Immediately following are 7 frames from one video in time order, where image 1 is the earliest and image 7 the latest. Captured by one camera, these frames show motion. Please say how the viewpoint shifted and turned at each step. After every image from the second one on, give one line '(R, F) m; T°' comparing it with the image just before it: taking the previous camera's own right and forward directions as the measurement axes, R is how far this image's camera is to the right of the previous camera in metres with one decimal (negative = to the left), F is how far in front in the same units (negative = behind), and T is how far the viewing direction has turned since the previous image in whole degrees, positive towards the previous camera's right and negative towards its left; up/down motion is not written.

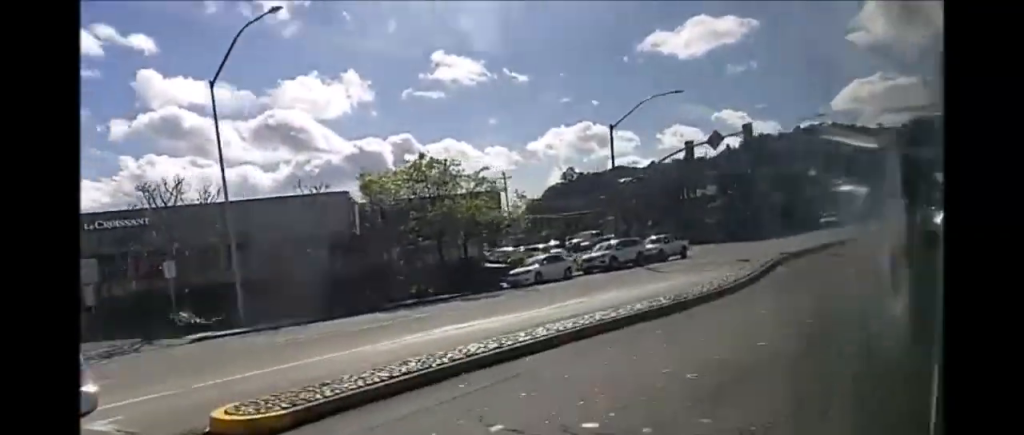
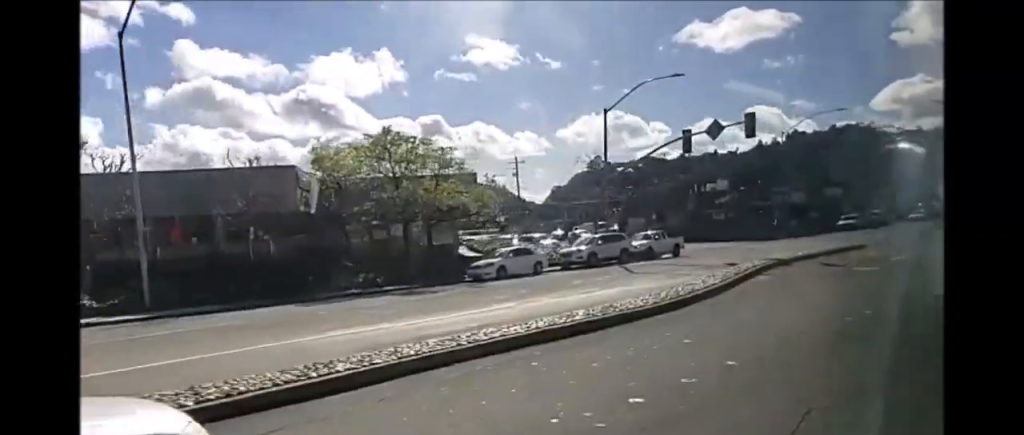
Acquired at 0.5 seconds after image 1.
(-0.2, +4.4) m; -3°
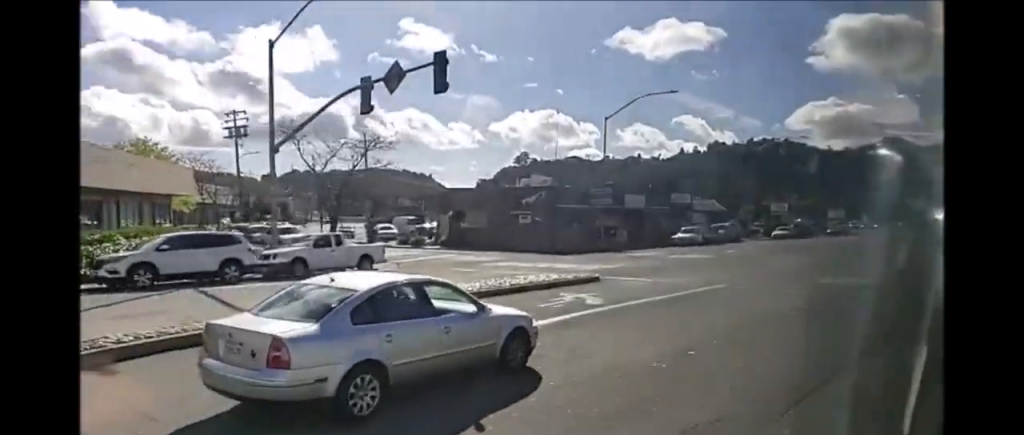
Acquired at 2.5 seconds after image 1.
(-0.4, +19.2) m; +3°
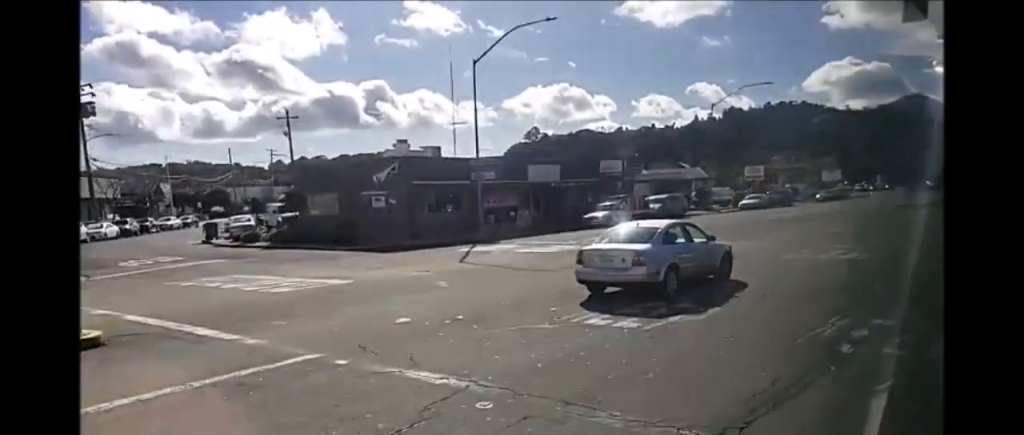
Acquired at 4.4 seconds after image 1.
(+0.4, +13.6) m; -1°
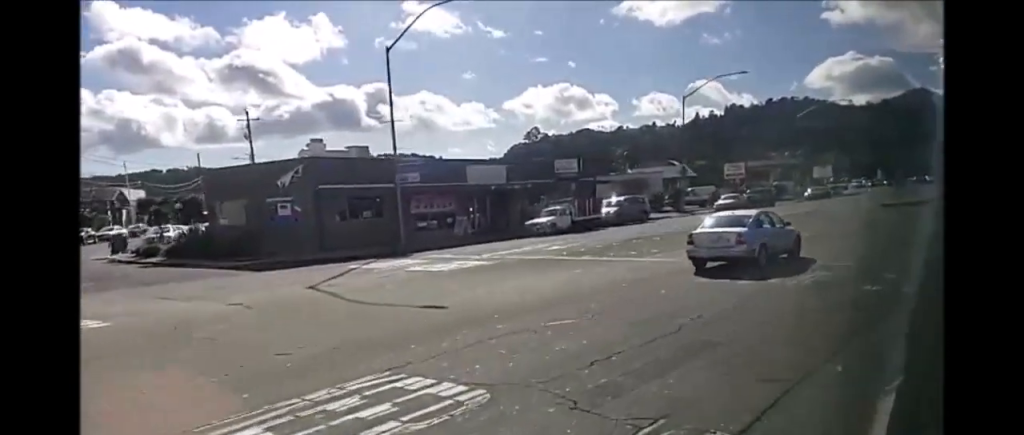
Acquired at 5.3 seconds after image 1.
(-0.1, +5.2) m; -2°
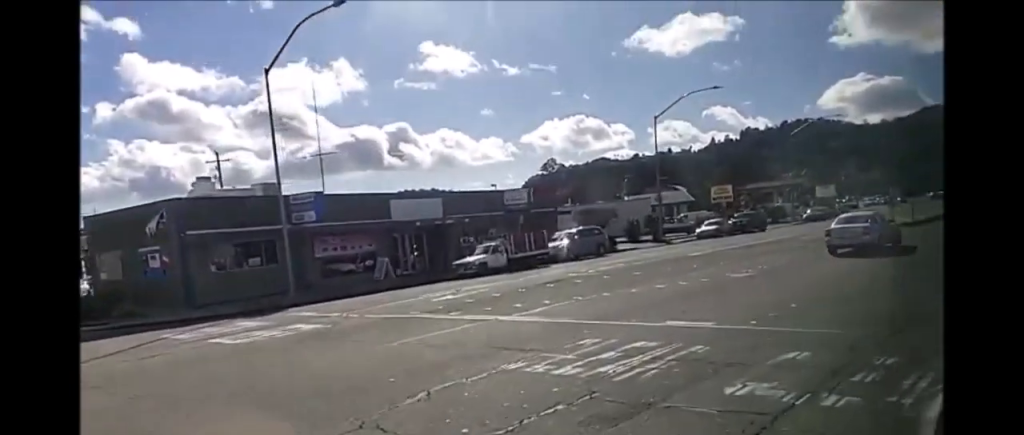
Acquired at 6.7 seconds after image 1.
(-0.1, +6.3) m; 0°
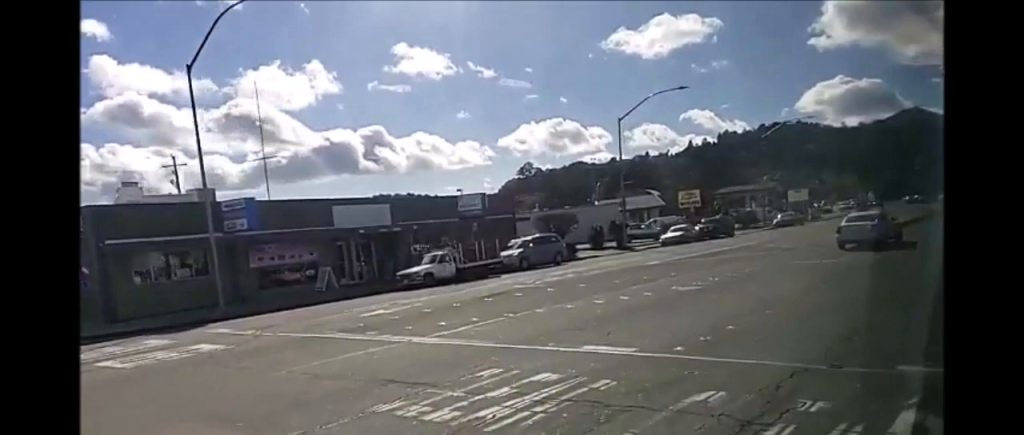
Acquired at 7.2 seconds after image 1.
(0.0, +2.2) m; -1°
